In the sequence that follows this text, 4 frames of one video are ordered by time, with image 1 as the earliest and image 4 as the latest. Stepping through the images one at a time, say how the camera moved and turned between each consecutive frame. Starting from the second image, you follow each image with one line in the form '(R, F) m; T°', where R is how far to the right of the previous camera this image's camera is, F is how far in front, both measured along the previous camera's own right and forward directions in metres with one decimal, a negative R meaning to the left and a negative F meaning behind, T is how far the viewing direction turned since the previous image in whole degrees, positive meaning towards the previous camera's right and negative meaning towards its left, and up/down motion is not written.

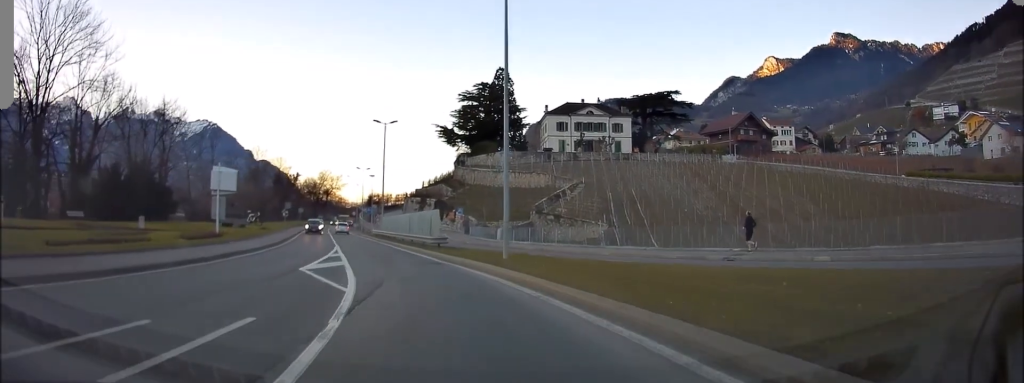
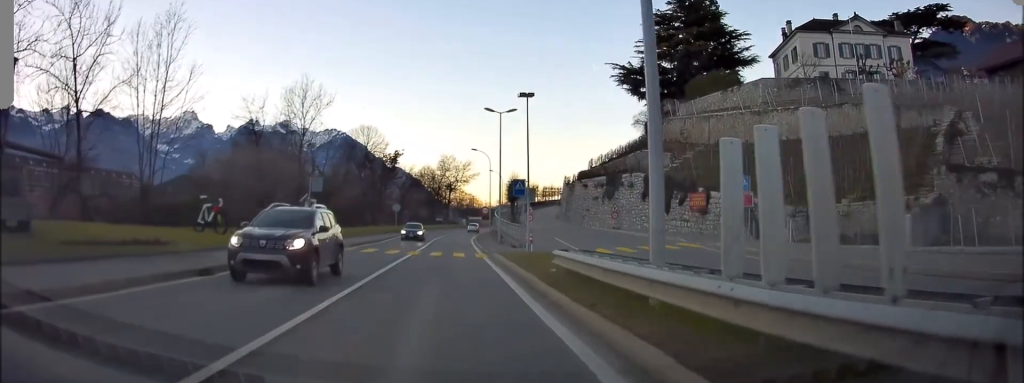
(-6.0, +45.5) m; -11°
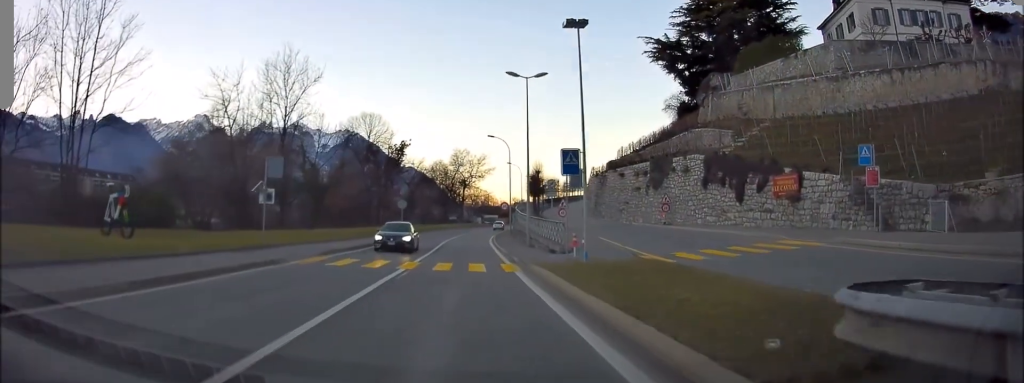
(-0.1, +9.6) m; 0°
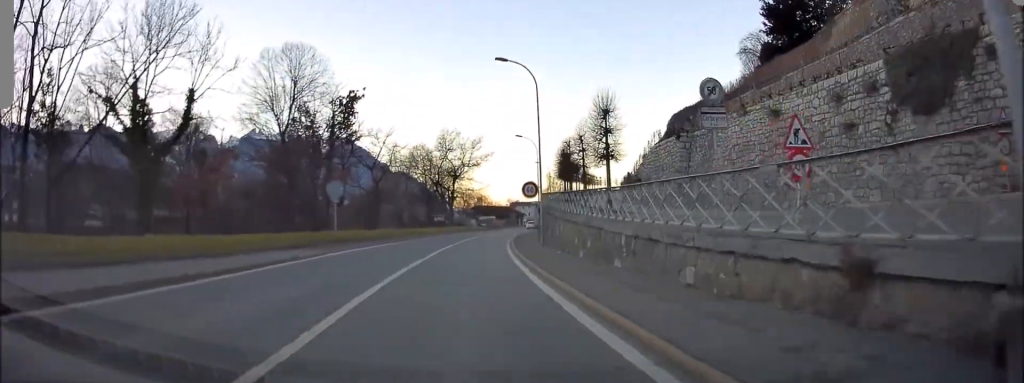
(+0.6, +29.8) m; +1°
